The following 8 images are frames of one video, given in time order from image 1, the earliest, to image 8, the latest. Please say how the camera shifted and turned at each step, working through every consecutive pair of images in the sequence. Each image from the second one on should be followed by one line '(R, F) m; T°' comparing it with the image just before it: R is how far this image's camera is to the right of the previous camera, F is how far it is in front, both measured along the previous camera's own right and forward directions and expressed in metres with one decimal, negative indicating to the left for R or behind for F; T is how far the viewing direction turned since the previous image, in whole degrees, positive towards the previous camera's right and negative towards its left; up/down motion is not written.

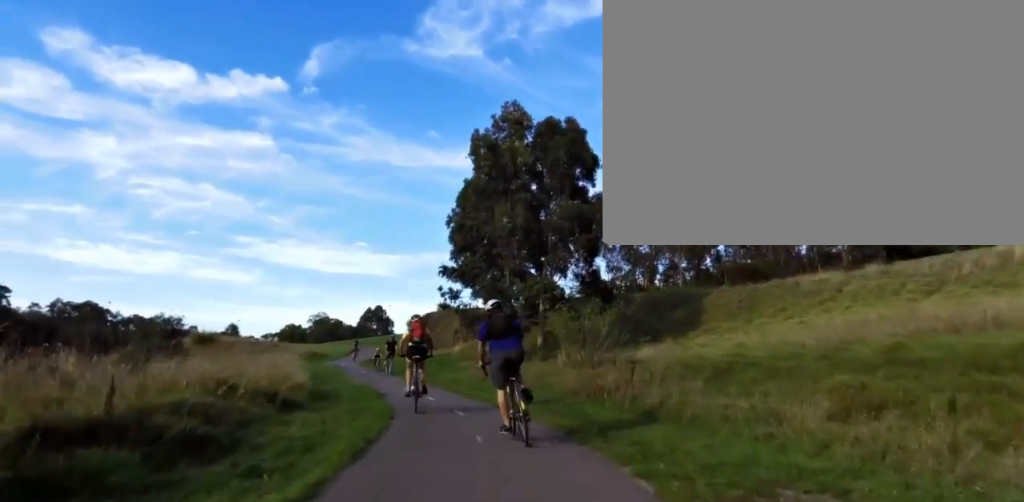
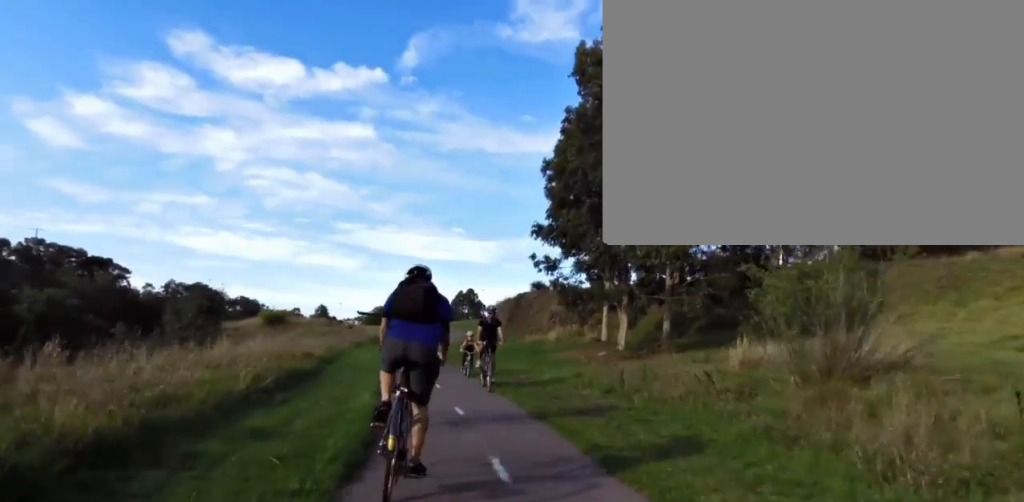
(-0.9, +8.6) m; -19°
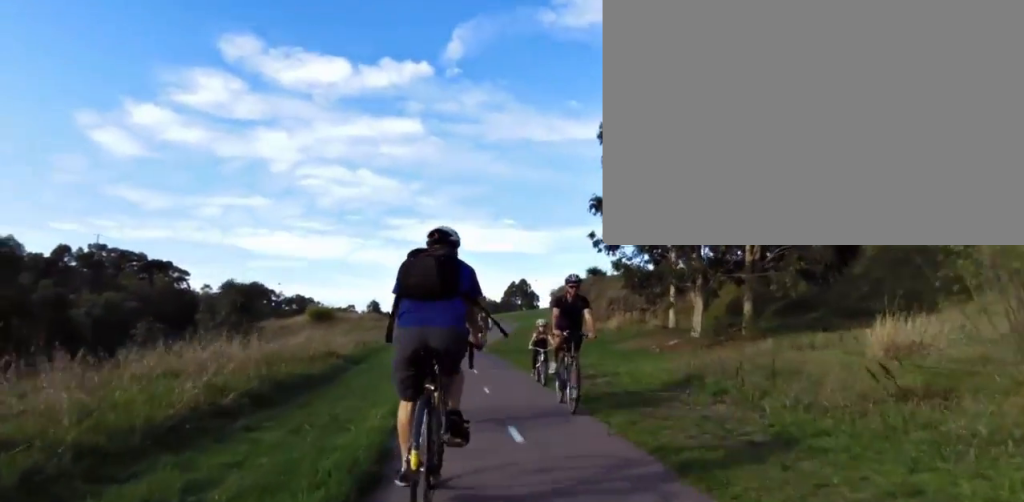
(+0.1, +2.8) m; -10°
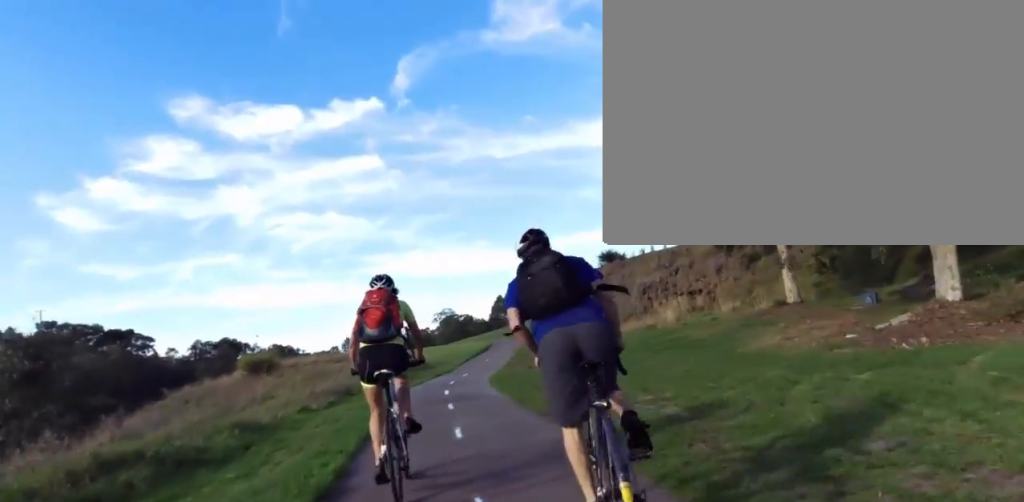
(-1.2, +11.9) m; +8°
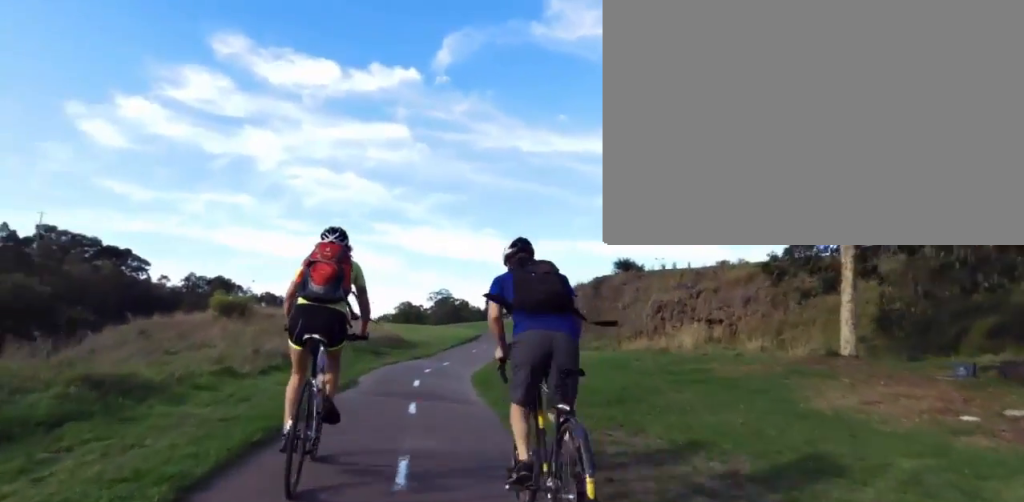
(+0.2, +3.2) m; +7°
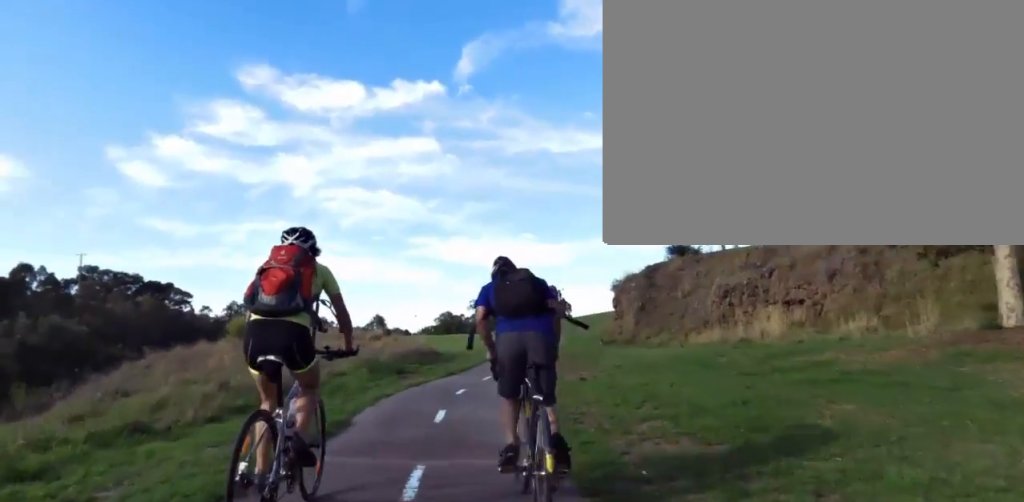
(+0.2, +4.1) m; +5°
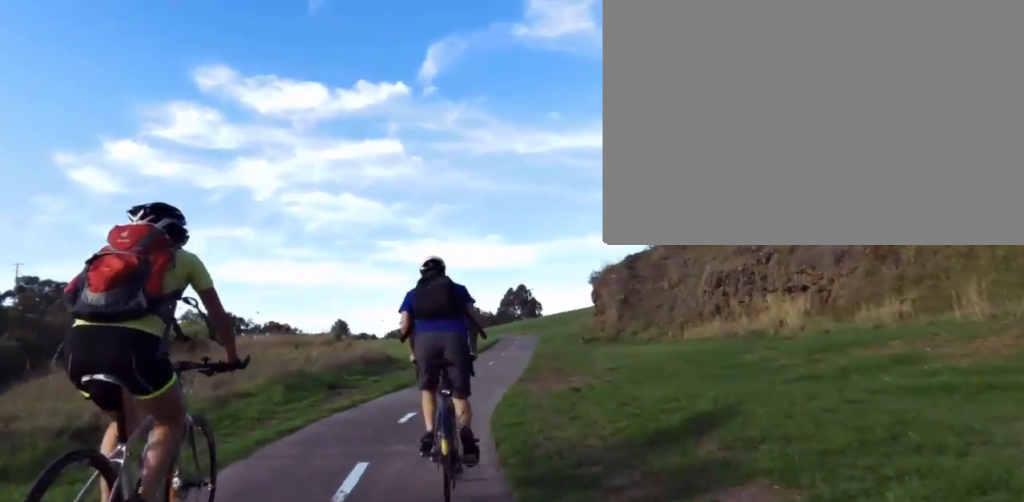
(+0.7, +4.4) m; -6°
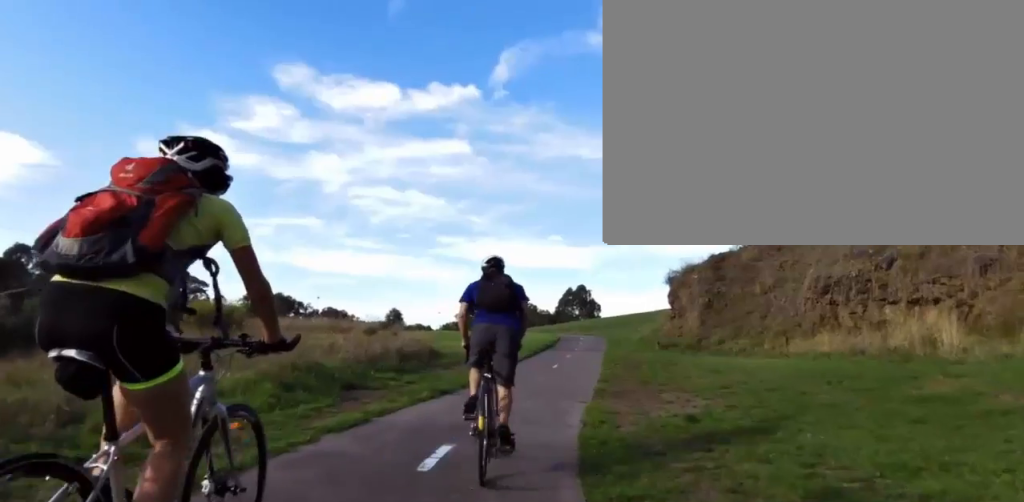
(-0.7, +3.4) m; -5°
